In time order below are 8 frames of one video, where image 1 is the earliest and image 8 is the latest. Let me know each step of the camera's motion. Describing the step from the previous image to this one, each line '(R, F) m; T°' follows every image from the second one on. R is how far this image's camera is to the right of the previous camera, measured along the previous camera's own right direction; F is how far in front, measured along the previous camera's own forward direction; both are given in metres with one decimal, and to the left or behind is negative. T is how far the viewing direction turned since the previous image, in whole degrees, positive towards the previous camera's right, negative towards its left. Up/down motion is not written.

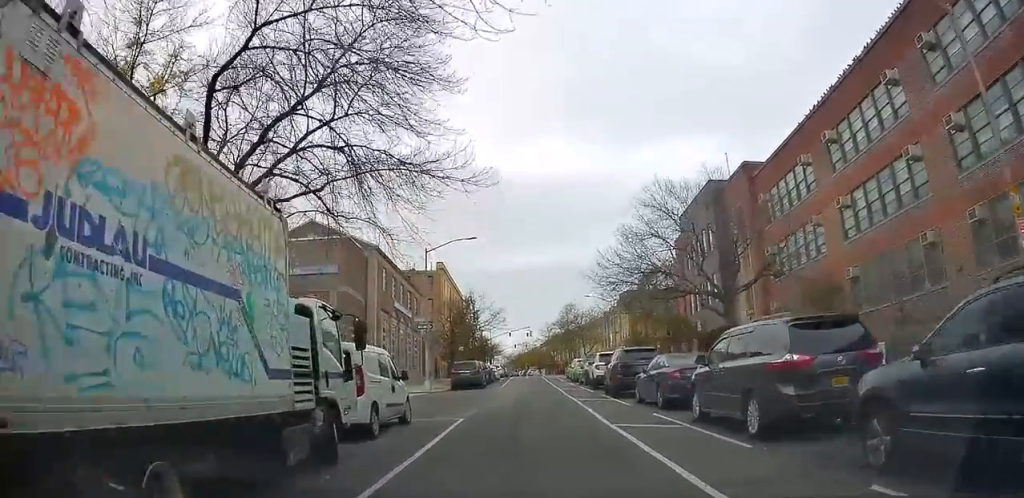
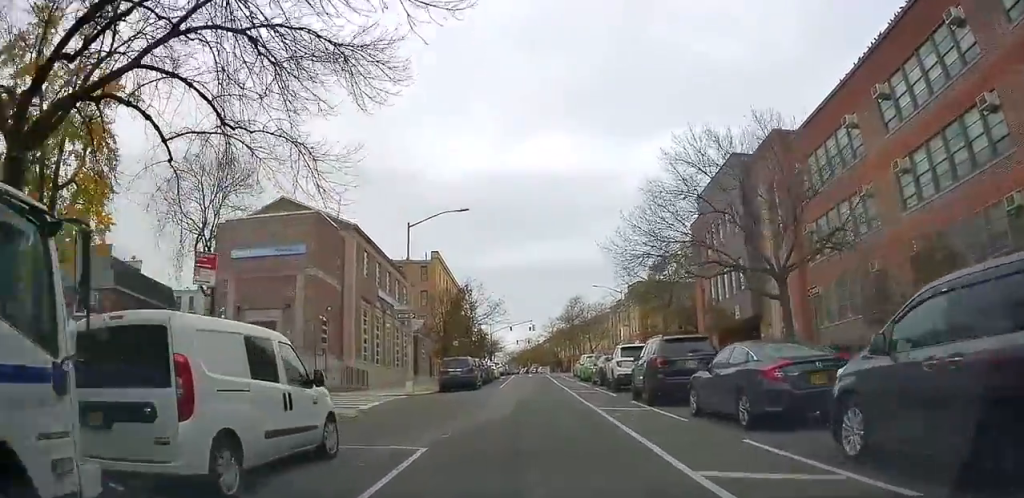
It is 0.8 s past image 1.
(+0.4, +6.7) m; +3°
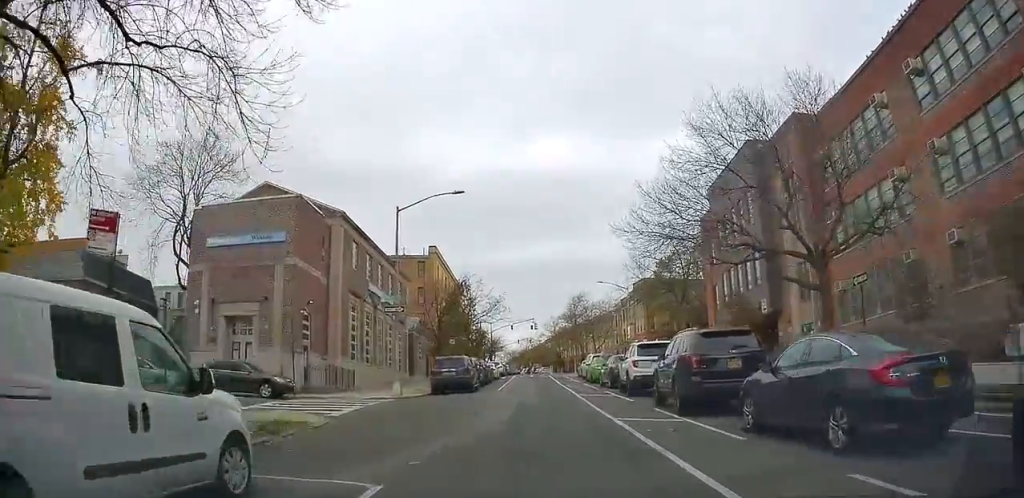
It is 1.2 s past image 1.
(+0.4, +3.5) m; +1°
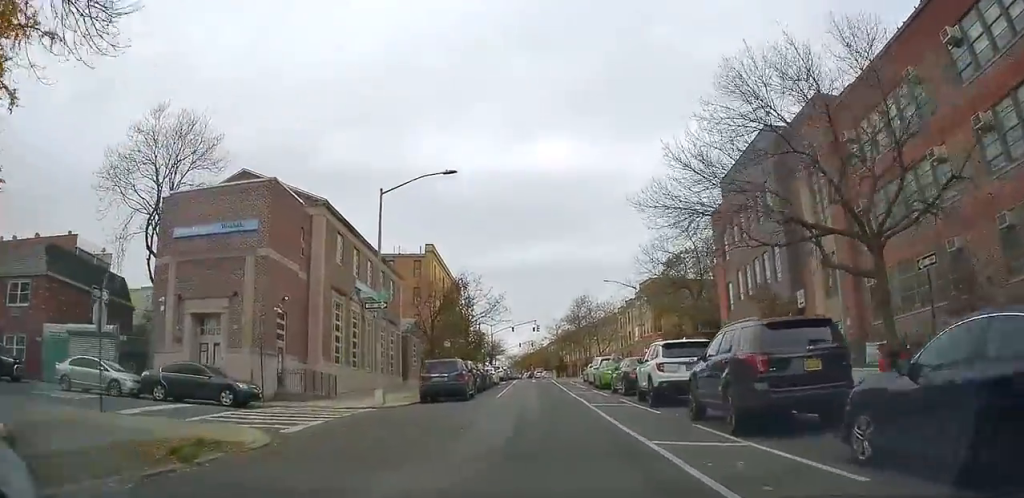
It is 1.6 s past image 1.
(-0.1, +3.8) m; -1°
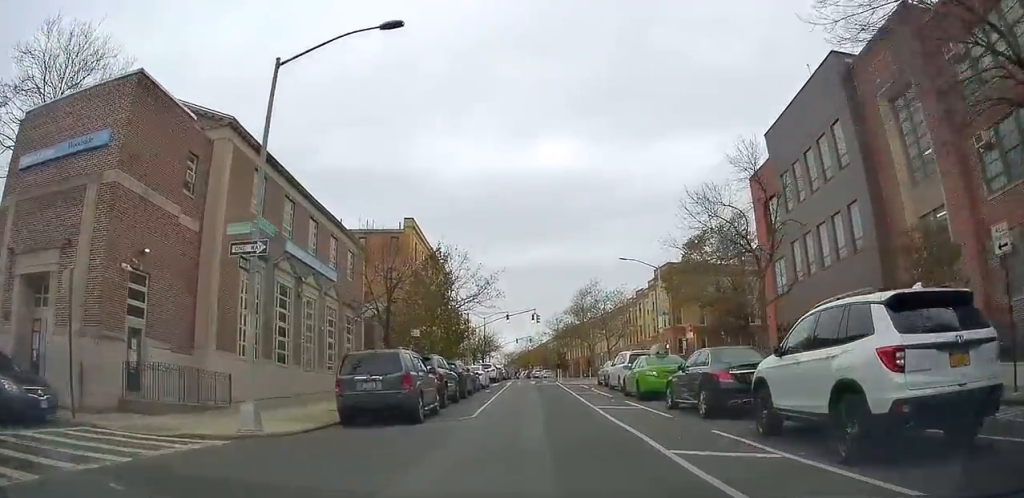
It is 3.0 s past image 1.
(-0.6, +11.4) m; -1°
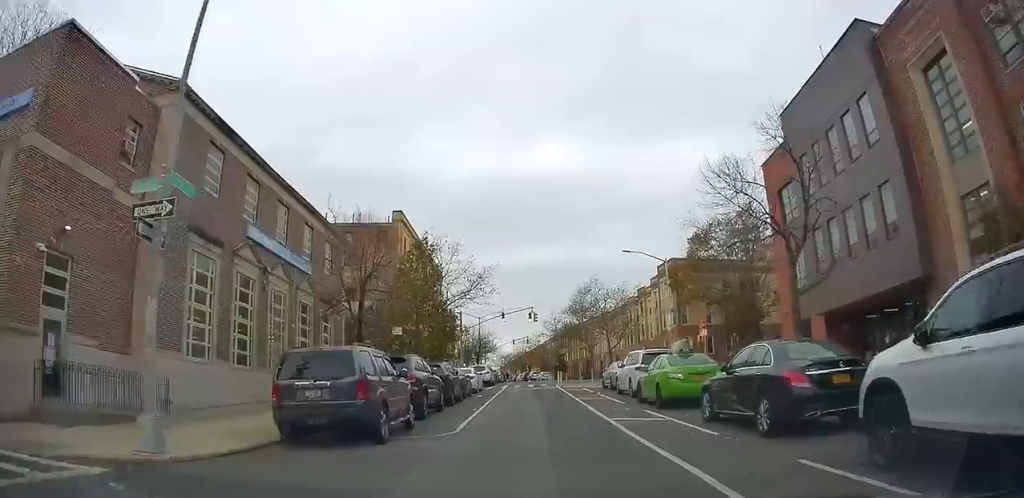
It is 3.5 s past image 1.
(0.0, +3.7) m; 0°
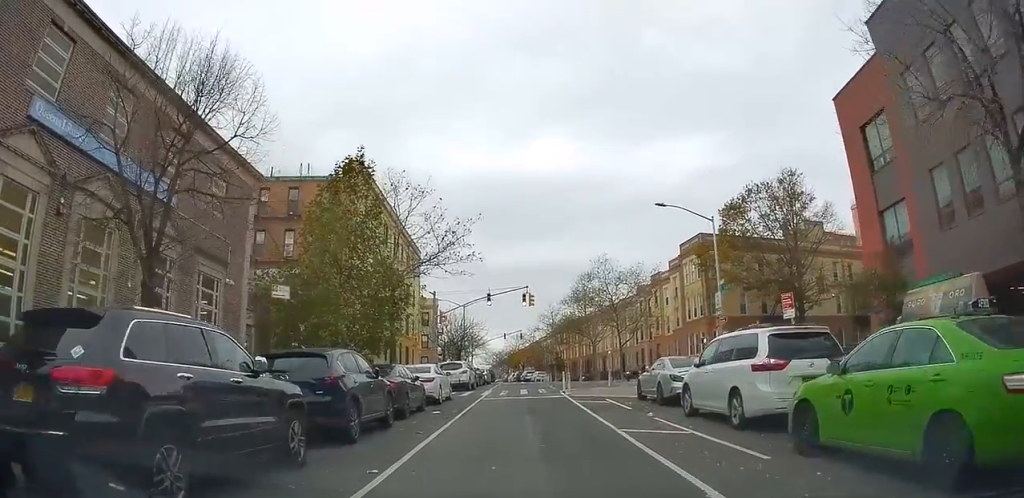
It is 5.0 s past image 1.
(-0.3, +12.6) m; -4°
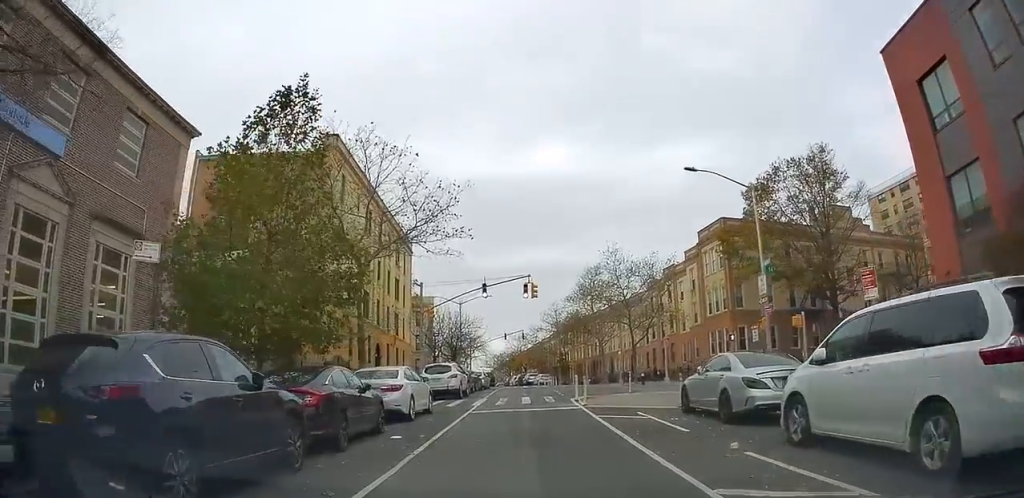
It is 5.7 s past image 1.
(-0.1, +5.8) m; +1°
